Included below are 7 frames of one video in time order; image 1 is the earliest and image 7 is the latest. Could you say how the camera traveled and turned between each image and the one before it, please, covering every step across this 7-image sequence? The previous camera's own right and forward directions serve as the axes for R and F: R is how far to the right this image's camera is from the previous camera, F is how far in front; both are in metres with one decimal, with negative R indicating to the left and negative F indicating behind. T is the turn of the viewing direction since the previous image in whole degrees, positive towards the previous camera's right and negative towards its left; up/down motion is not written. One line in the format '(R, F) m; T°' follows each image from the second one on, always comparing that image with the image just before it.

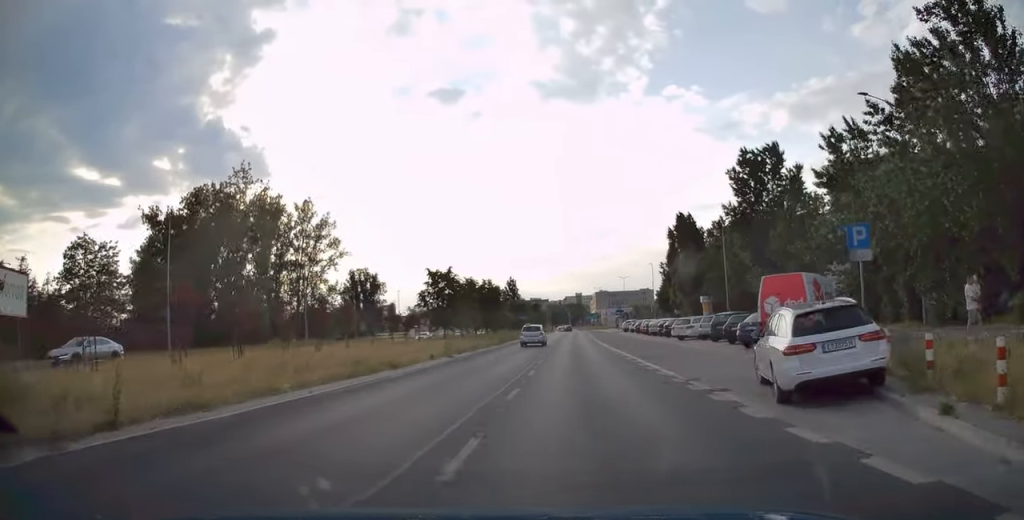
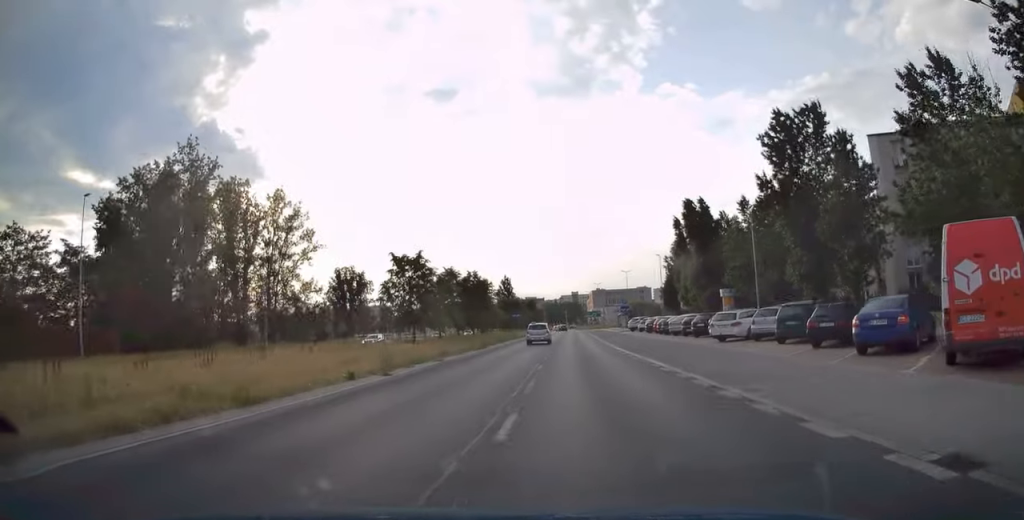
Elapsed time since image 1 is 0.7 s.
(0.0, +10.1) m; +1°
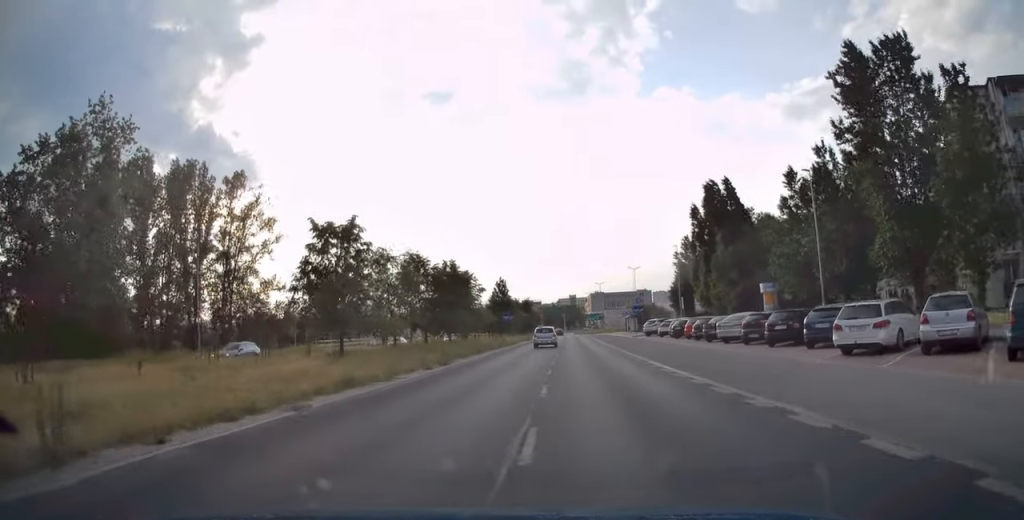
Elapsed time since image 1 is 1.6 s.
(+0.2, +13.1) m; +1°
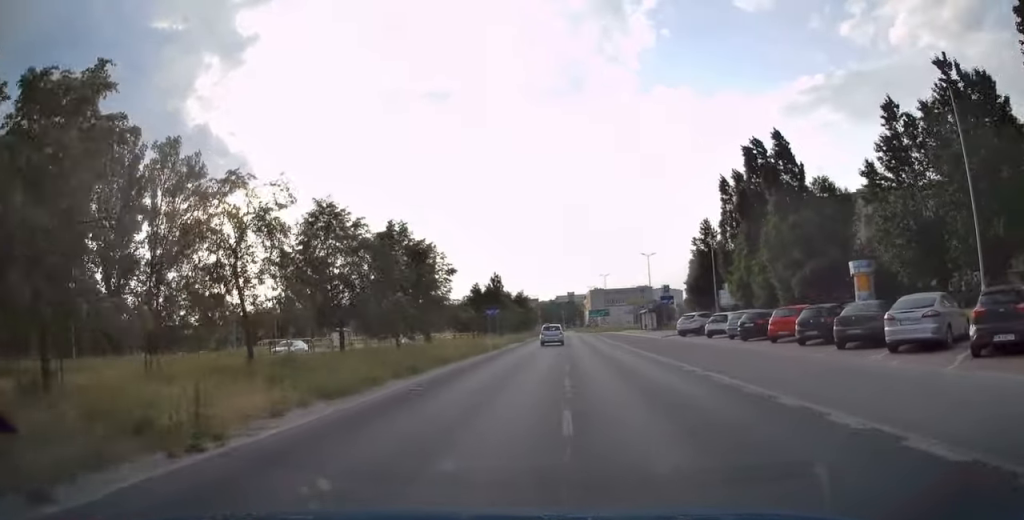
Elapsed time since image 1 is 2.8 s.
(+0.1, +16.3) m; +1°
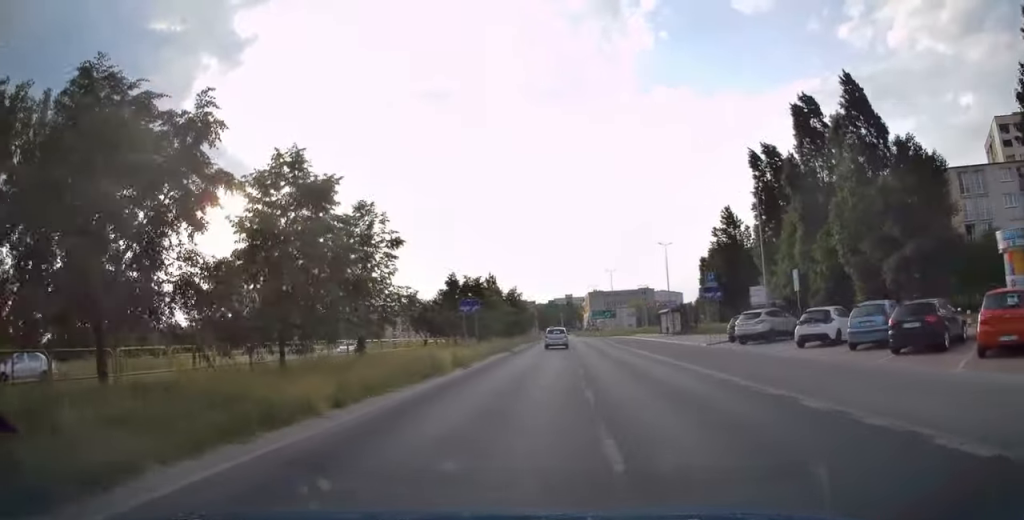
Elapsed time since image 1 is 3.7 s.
(+0.1, +14.0) m; 0°
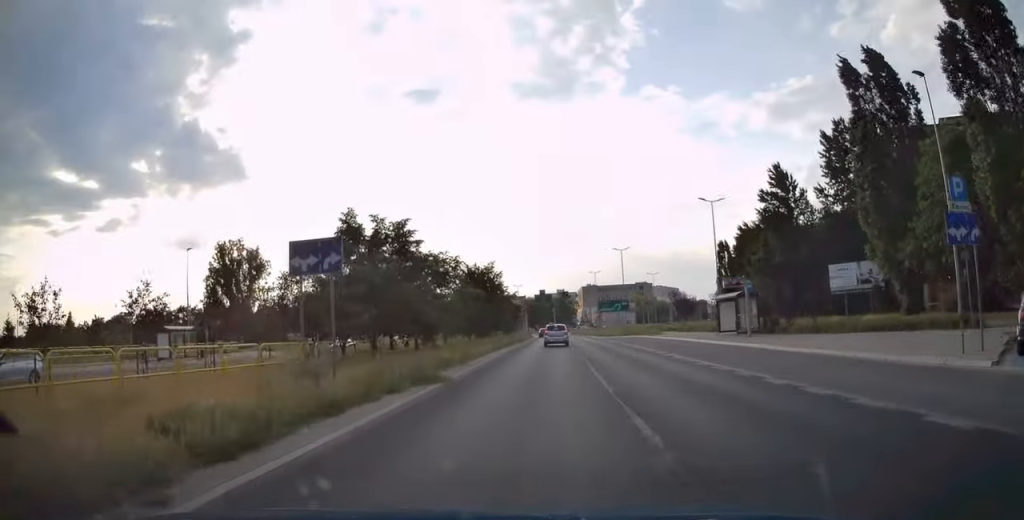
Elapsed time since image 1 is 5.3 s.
(+0.1, +23.0) m; +1°
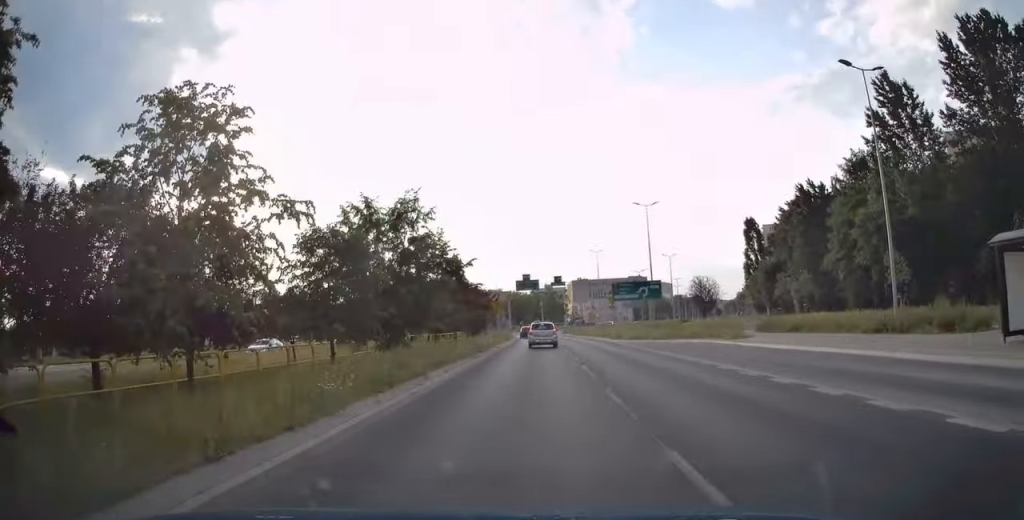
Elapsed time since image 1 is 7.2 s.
(0.0, +27.1) m; +1°
